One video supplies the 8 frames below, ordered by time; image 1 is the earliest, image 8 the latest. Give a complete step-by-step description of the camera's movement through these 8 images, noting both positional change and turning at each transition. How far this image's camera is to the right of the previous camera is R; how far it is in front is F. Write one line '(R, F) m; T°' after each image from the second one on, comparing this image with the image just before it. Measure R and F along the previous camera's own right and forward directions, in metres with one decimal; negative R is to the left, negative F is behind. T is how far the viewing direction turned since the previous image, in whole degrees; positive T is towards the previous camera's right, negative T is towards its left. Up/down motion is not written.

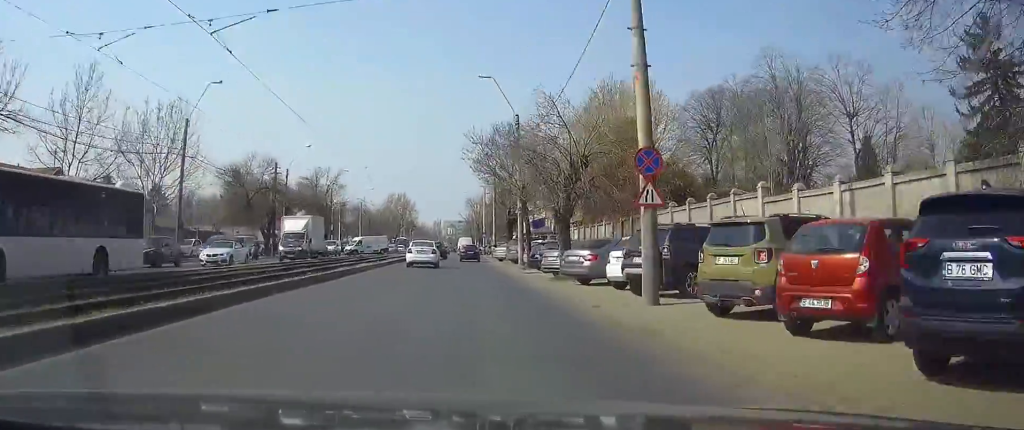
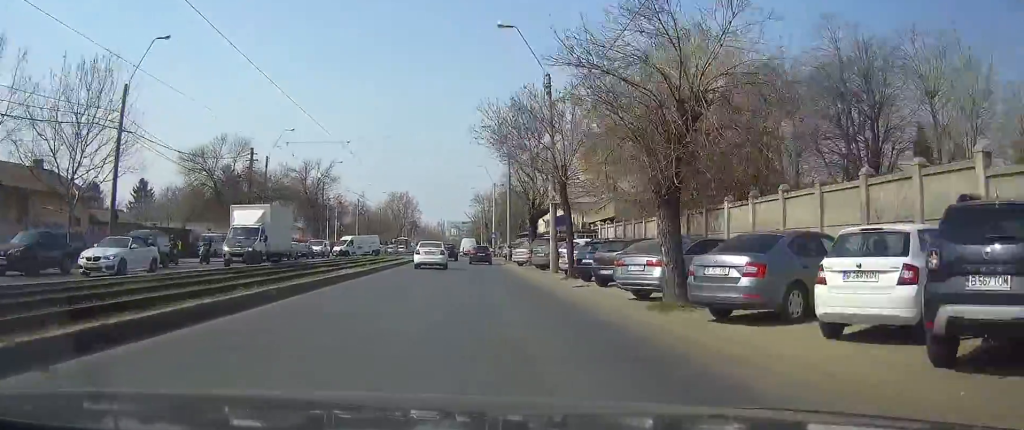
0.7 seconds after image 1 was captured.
(0.0, +10.9) m; 0°
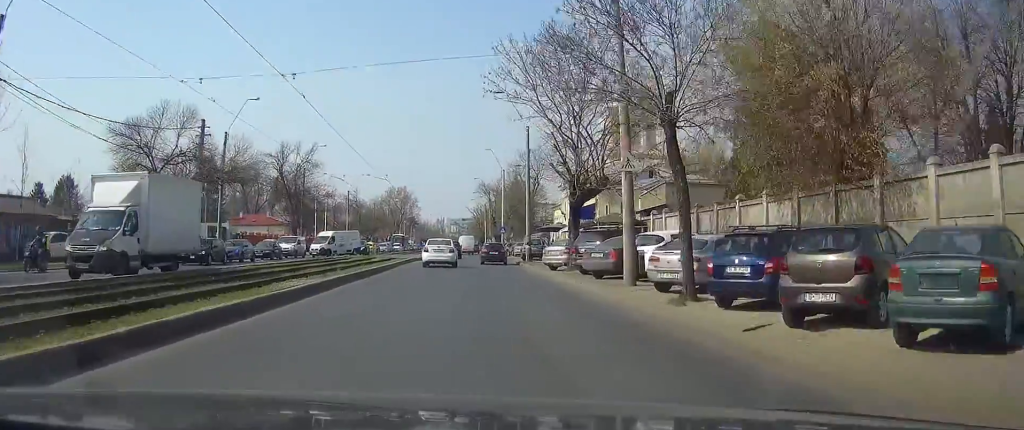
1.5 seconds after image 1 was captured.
(0.0, +13.0) m; 0°
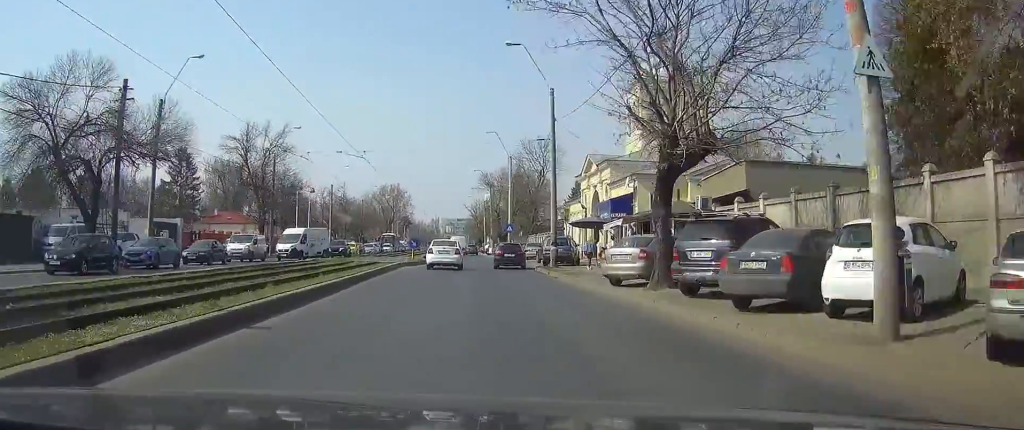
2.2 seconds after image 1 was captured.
(0.0, +11.9) m; 0°
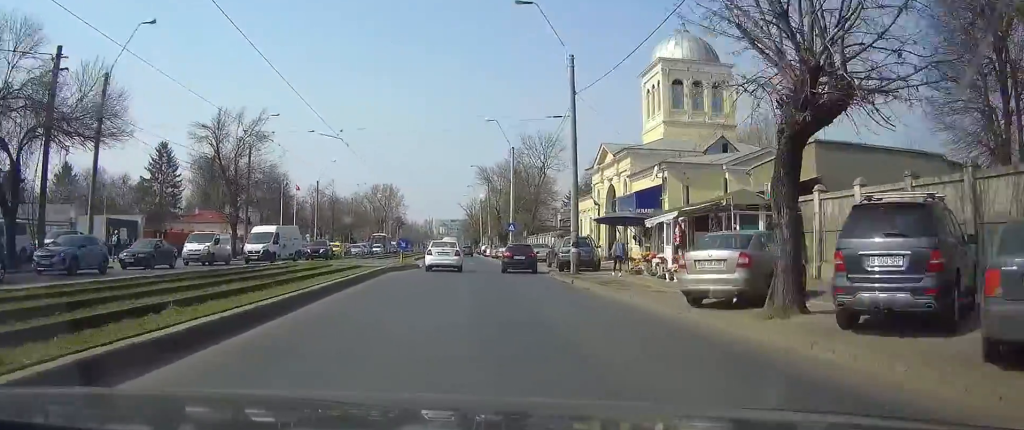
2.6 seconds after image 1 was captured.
(0.0, +7.0) m; 0°
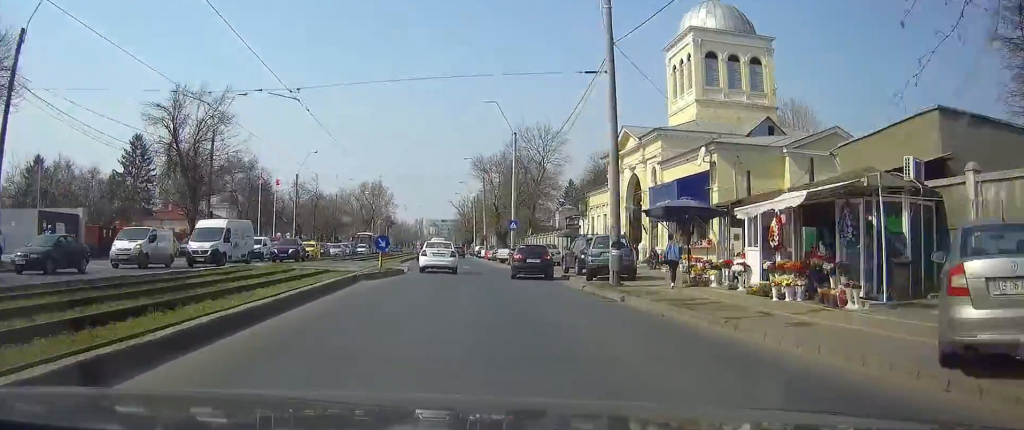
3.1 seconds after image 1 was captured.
(0.0, +8.1) m; +1°
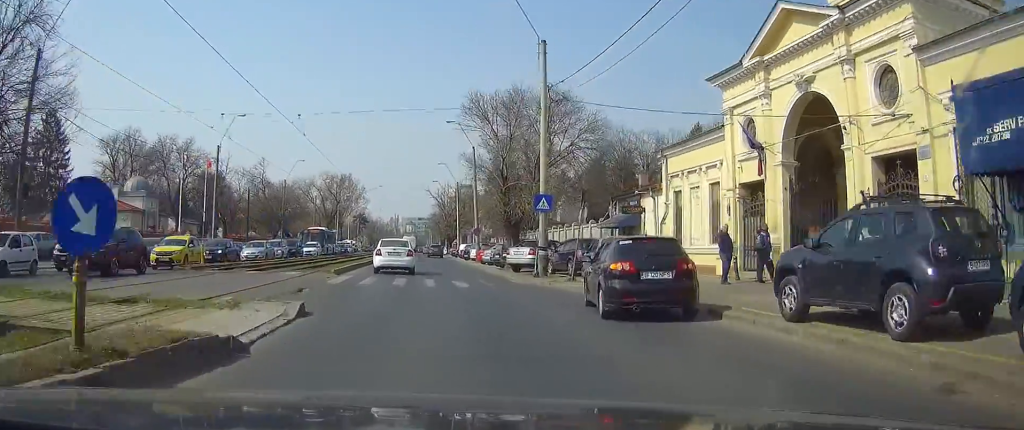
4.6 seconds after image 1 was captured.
(+0.3, +23.5) m; 0°
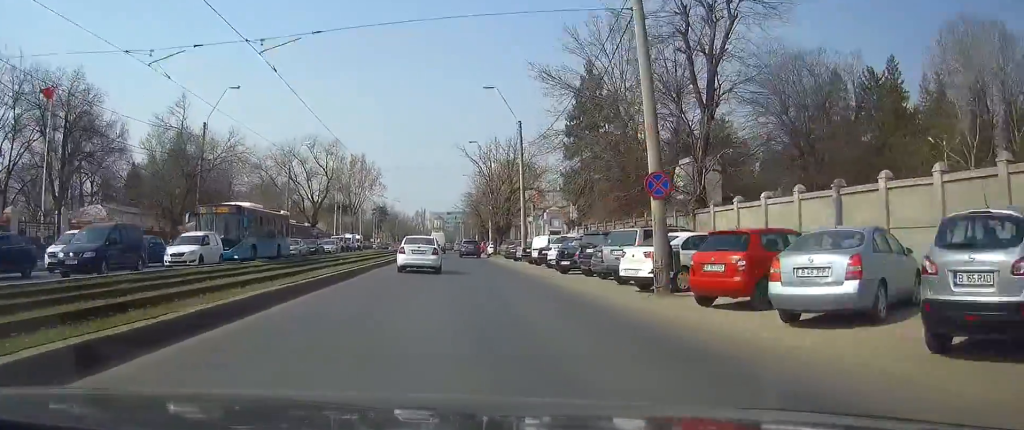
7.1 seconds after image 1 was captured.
(-0.8, +41.3) m; -2°
